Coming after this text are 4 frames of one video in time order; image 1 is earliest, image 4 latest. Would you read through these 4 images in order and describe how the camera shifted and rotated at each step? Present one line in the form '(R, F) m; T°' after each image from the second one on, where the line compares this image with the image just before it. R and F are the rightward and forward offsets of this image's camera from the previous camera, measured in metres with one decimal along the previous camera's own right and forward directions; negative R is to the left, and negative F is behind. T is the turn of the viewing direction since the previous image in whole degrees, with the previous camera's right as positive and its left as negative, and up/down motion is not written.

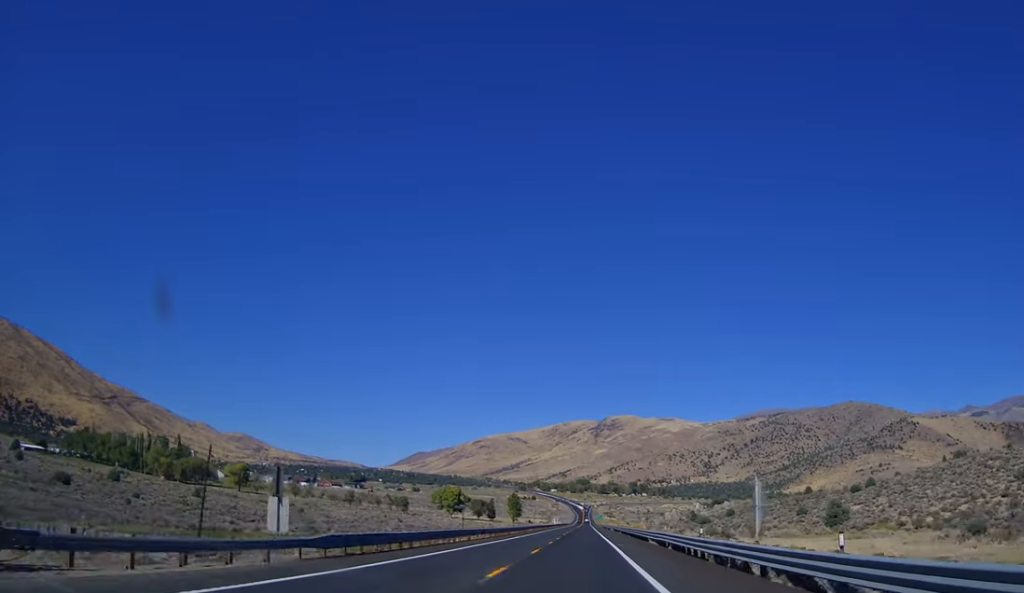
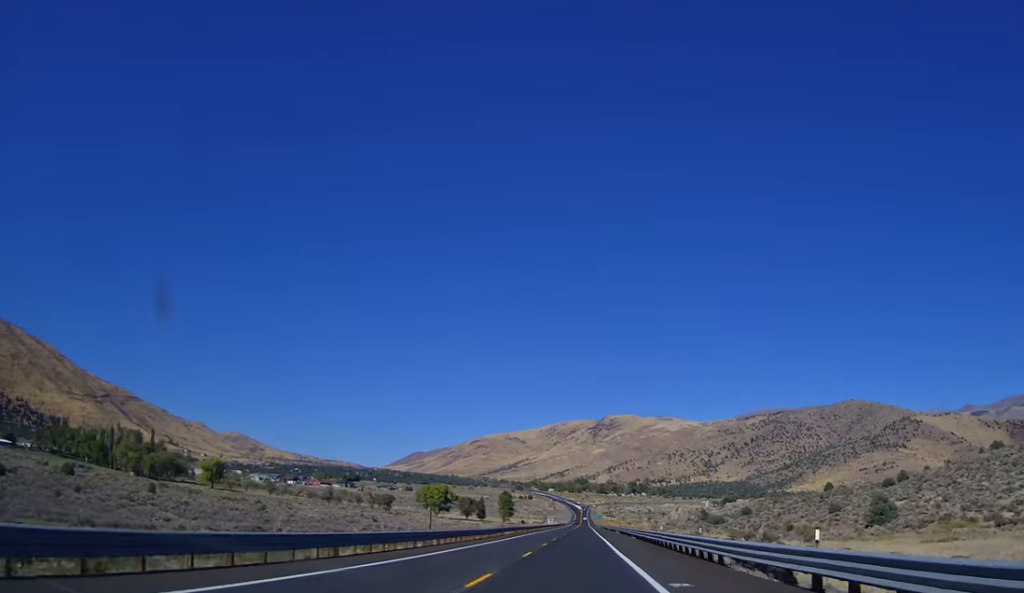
(+0.4, +27.1) m; +1°
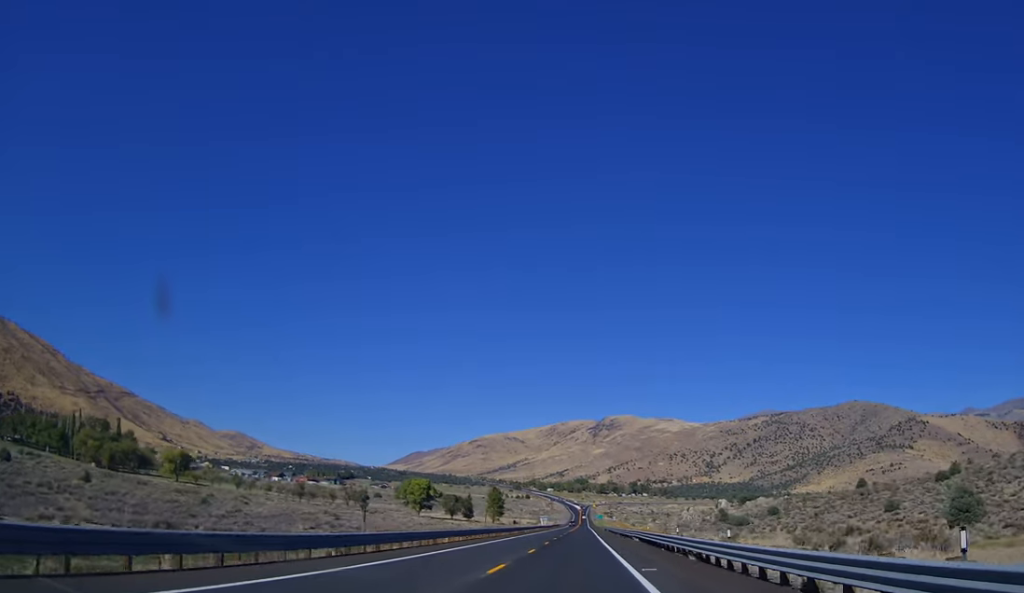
(+0.2, +32.7) m; 0°
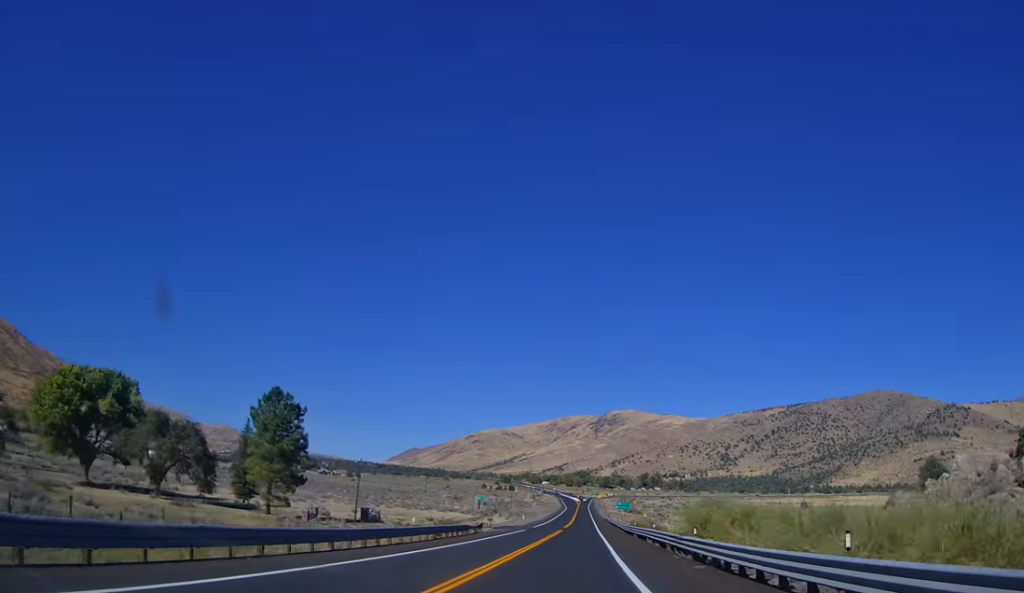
(-2.0, +189.3) m; 0°
